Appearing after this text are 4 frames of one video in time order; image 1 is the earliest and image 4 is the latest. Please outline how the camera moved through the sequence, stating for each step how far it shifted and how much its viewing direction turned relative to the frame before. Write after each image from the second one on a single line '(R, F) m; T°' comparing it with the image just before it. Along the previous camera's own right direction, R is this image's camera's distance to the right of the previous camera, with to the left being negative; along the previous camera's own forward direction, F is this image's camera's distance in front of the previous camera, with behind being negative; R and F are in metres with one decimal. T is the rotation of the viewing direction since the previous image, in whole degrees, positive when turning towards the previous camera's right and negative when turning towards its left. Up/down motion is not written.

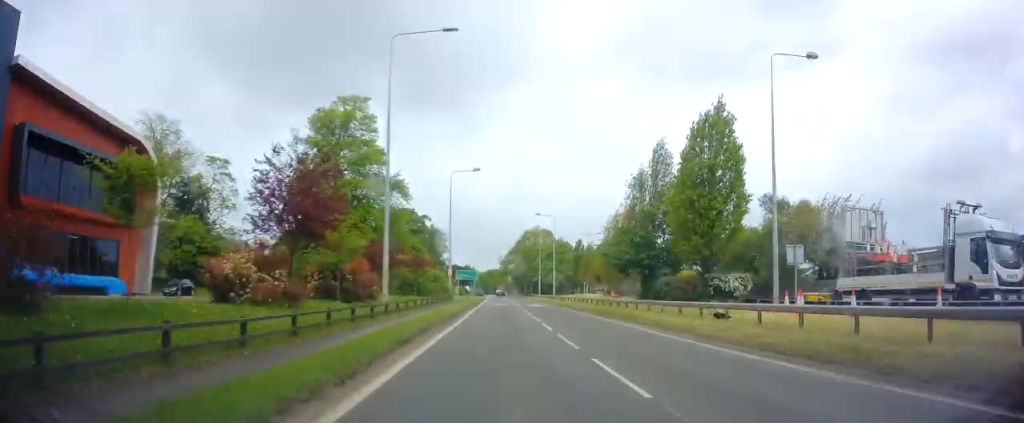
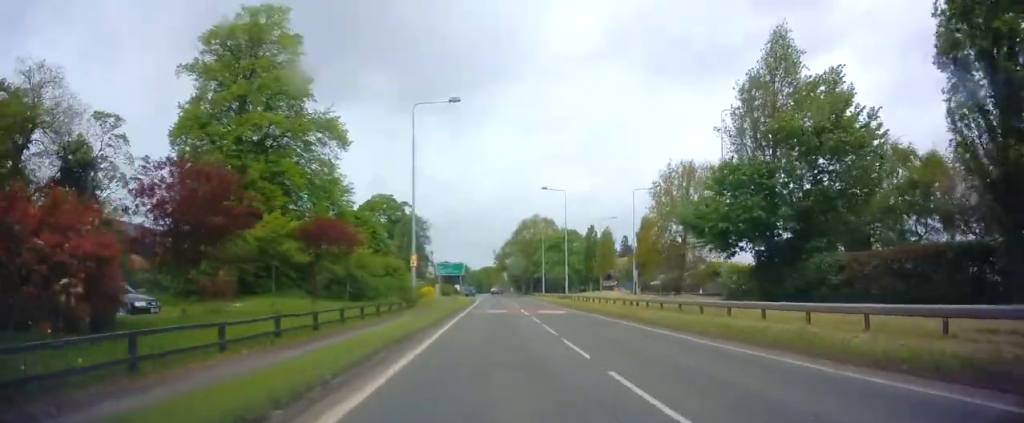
(-0.3, +19.9) m; -1°
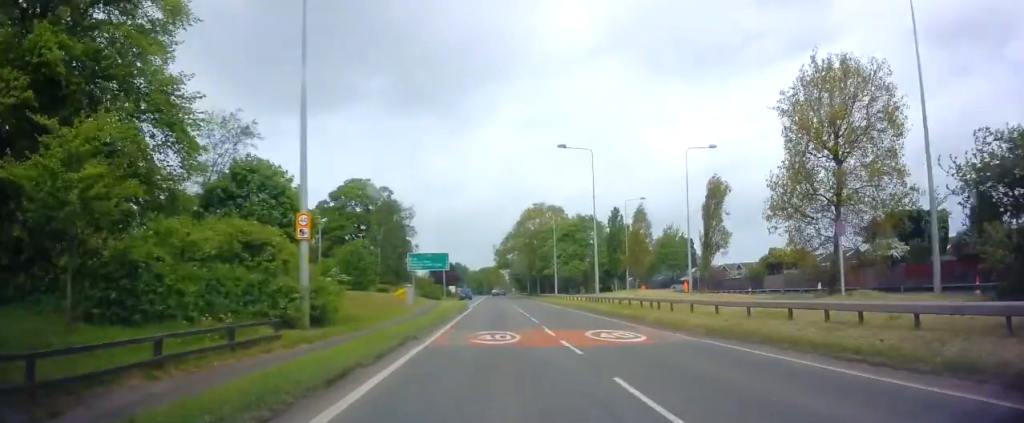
(-0.1, +18.7) m; -1°
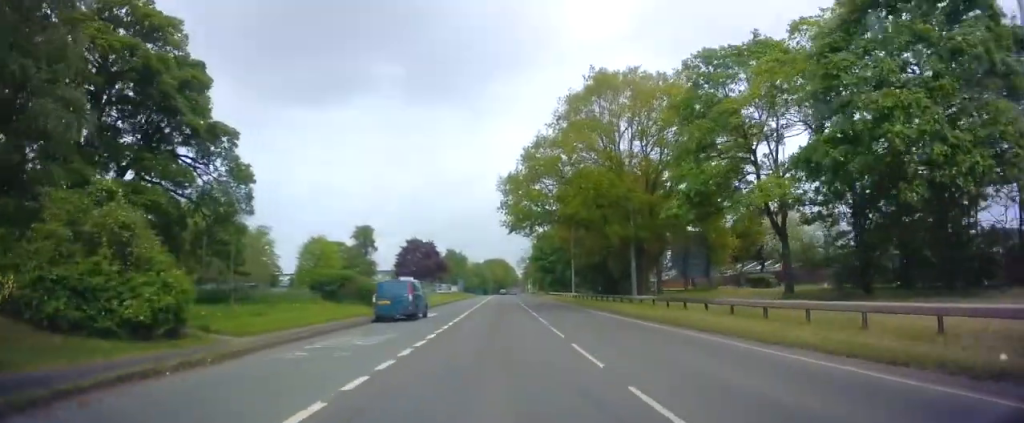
(-0.5, +67.8) m; -1°
